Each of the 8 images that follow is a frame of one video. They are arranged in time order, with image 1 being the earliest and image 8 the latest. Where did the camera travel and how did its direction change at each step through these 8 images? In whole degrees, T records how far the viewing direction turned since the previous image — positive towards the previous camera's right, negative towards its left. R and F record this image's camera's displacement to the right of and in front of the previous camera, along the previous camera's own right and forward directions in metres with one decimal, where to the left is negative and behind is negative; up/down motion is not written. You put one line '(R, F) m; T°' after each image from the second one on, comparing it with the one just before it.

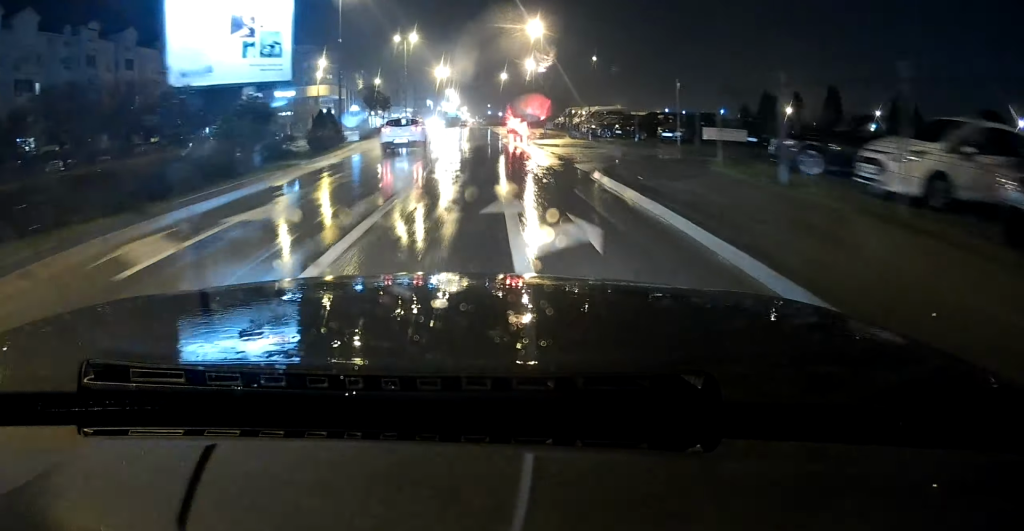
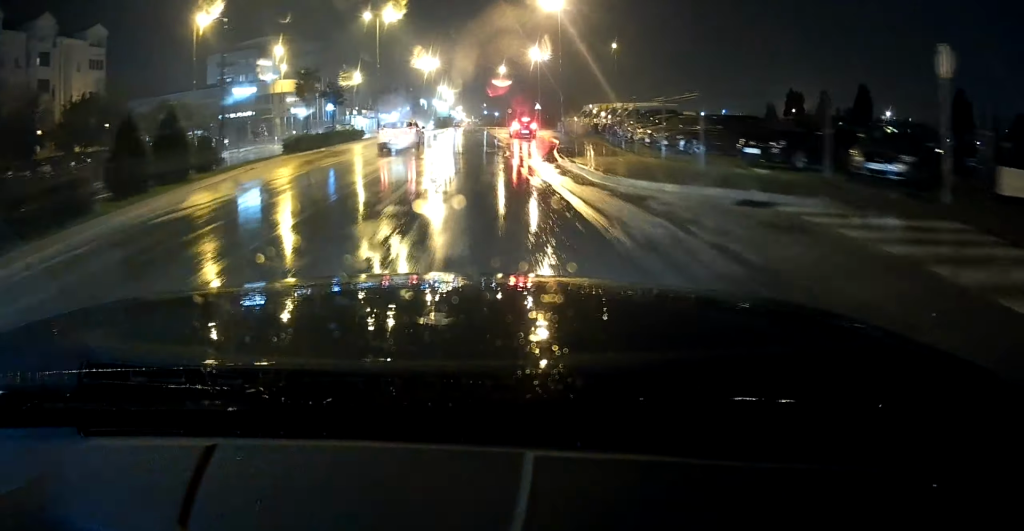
(-0.2, +17.4) m; 0°
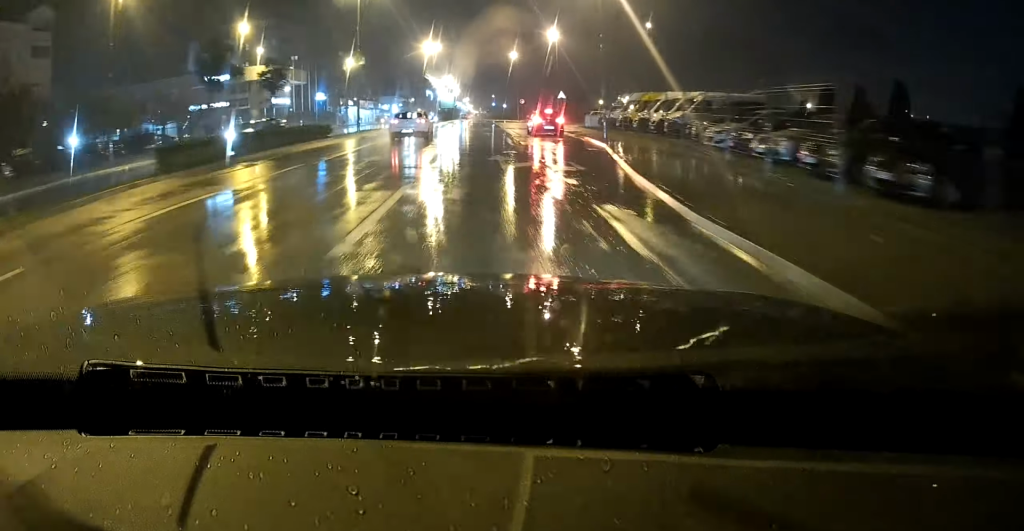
(0.0, +12.9) m; 0°
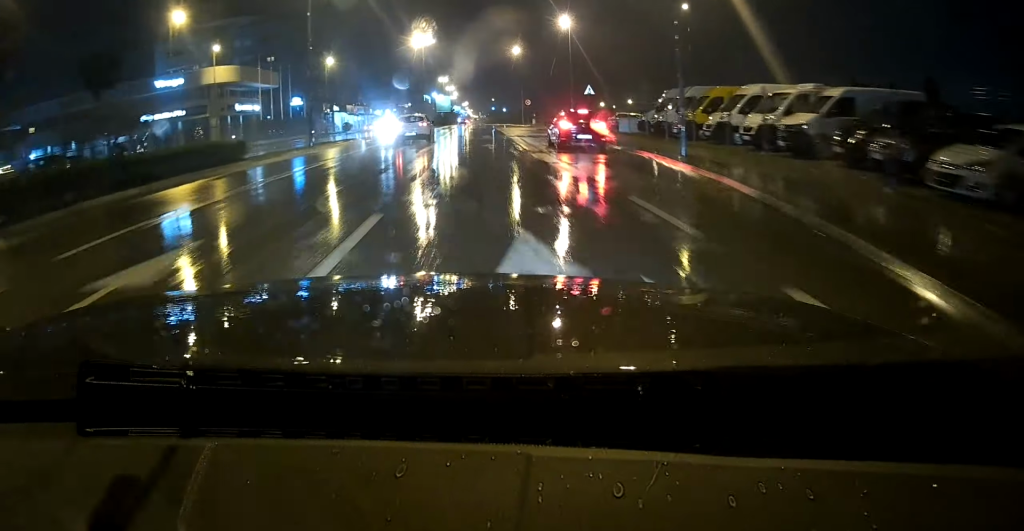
(+0.1, +13.0) m; 0°
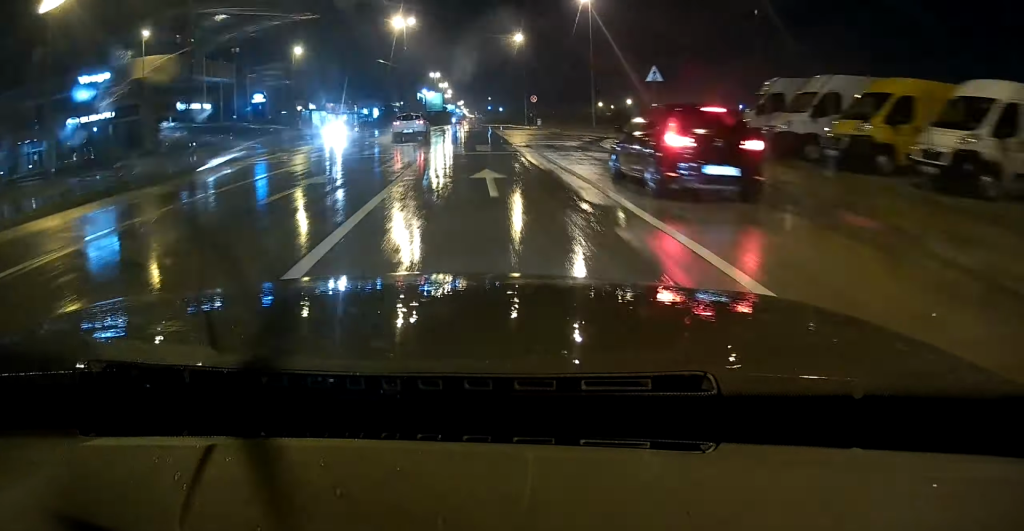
(-0.1, +14.6) m; 0°
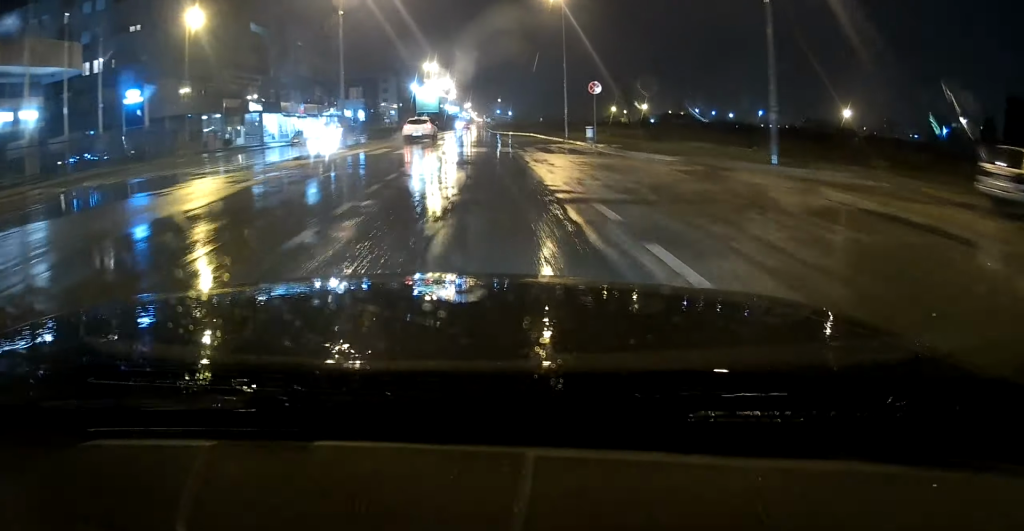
(0.0, +31.7) m; 0°
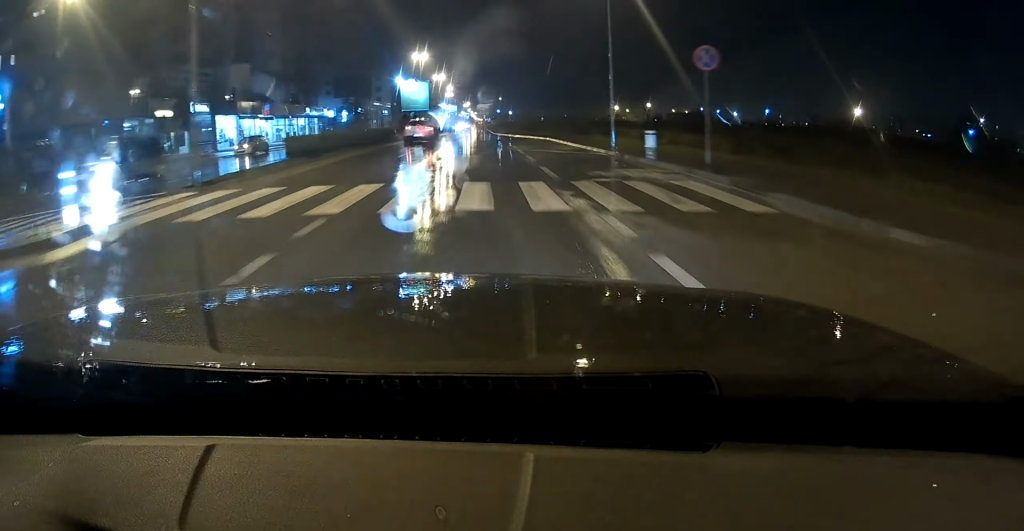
(0.0, +16.4) m; 0°
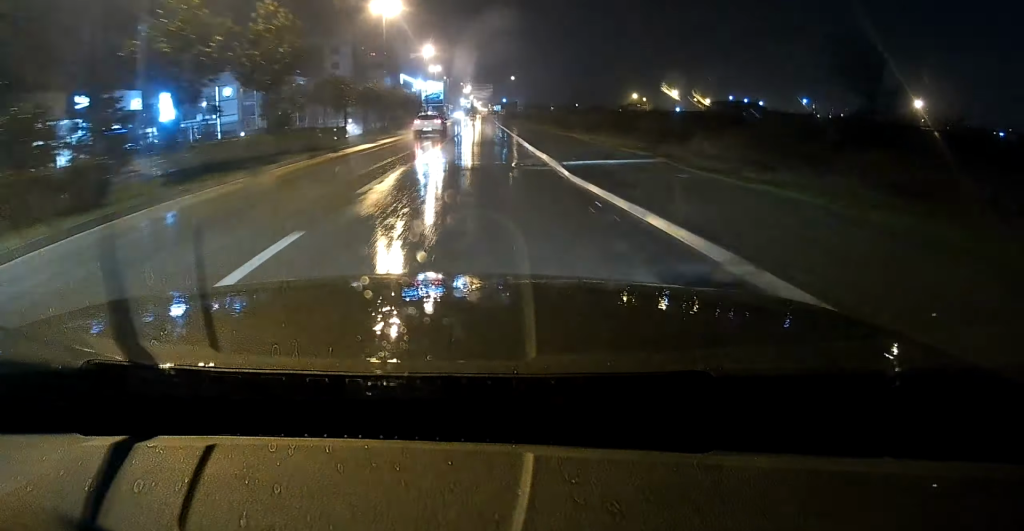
(-0.6, +72.3) m; 0°
